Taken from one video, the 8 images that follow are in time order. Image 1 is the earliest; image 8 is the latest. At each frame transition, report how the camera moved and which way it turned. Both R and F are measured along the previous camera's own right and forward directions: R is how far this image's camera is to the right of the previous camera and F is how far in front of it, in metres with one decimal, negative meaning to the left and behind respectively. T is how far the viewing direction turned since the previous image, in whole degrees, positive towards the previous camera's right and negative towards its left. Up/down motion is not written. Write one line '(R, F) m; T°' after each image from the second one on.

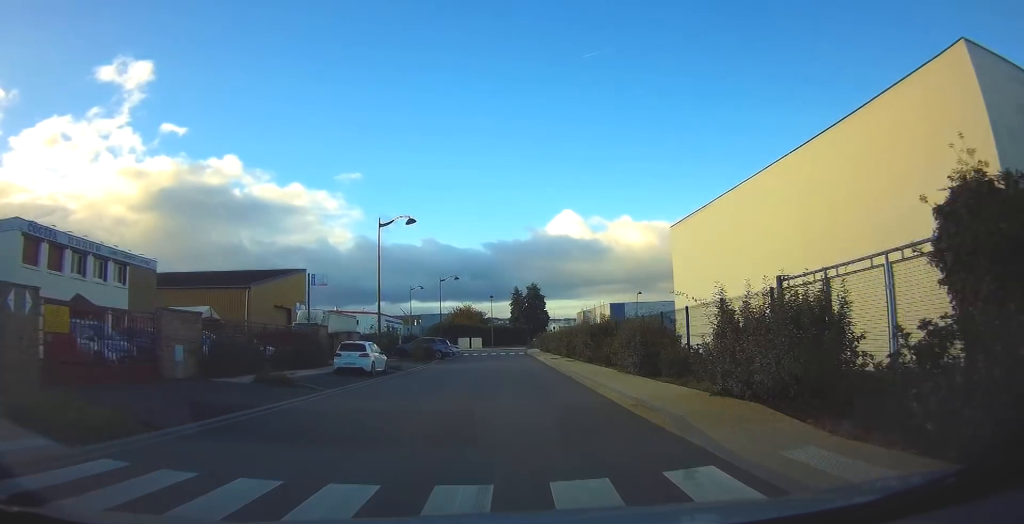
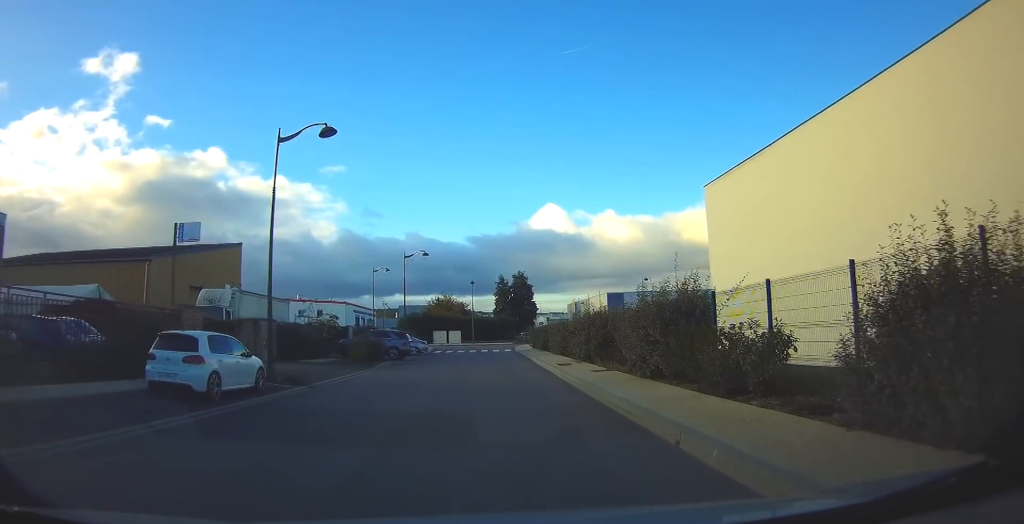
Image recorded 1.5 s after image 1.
(+0.3, +13.2) m; +1°
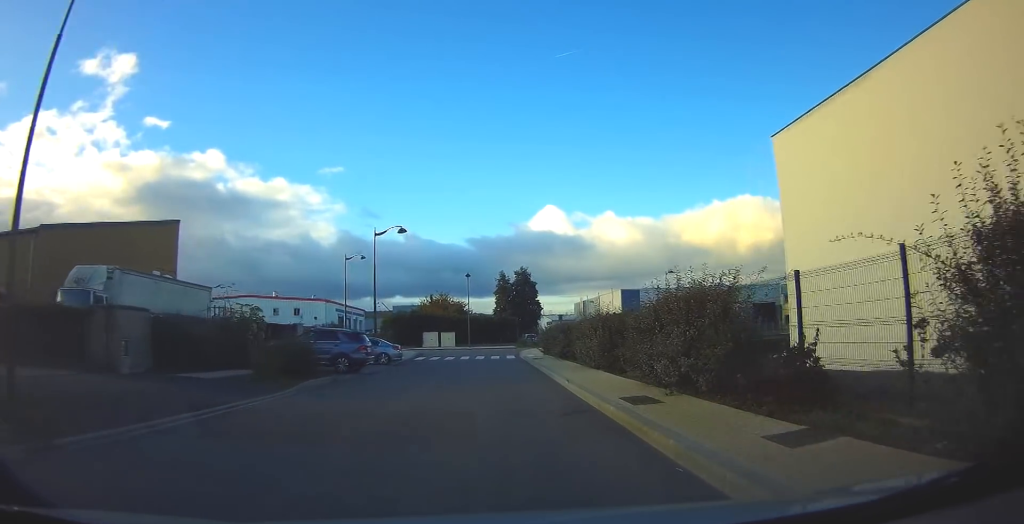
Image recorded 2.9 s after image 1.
(-0.2, +11.4) m; -1°
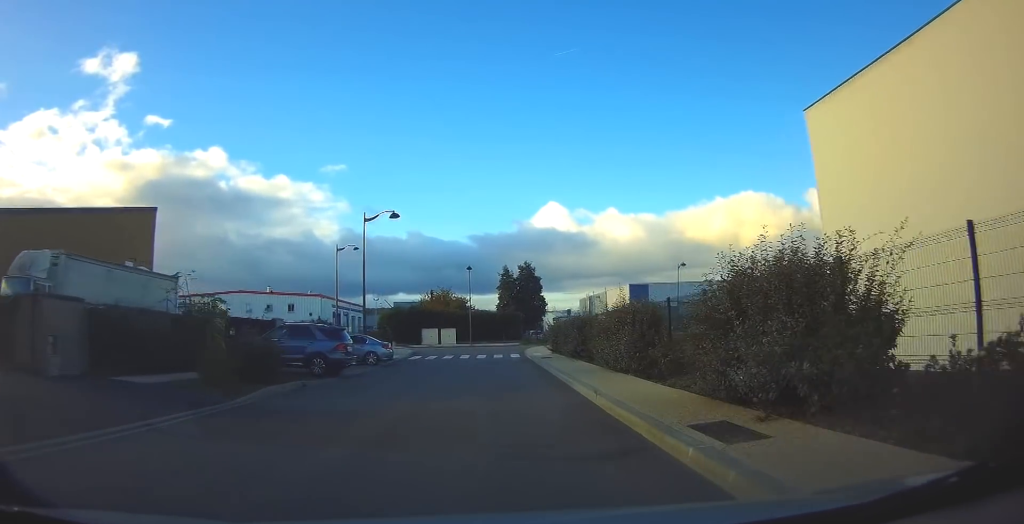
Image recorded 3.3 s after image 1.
(+0.1, +3.6) m; 0°
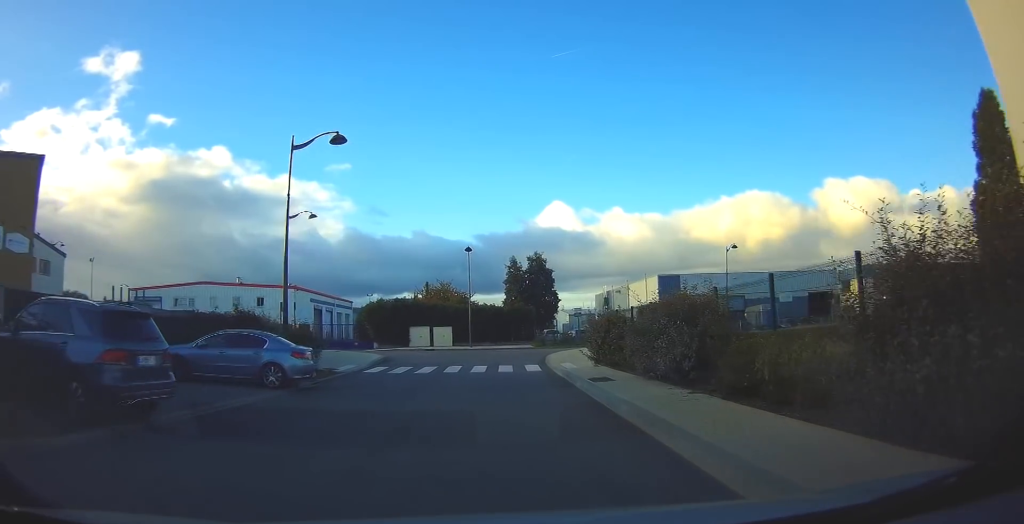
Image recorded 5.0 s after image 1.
(-0.1, +13.4) m; 0°
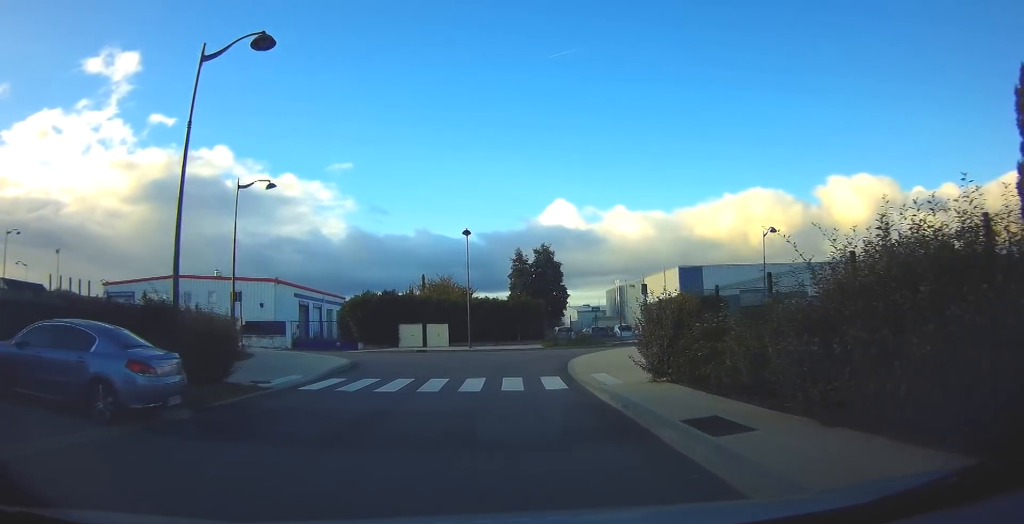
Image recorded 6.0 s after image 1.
(+0.1, +7.7) m; 0°
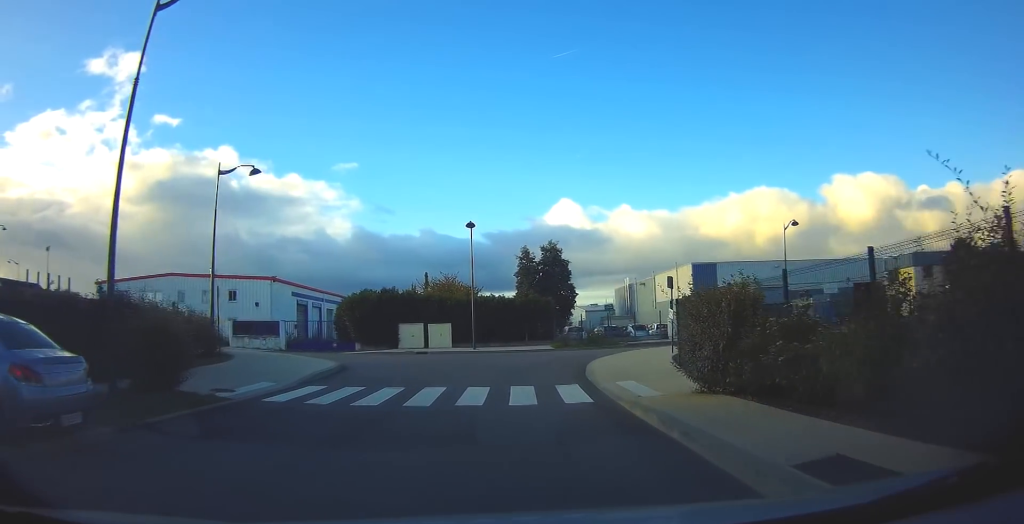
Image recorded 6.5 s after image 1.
(-0.1, +2.9) m; -1°
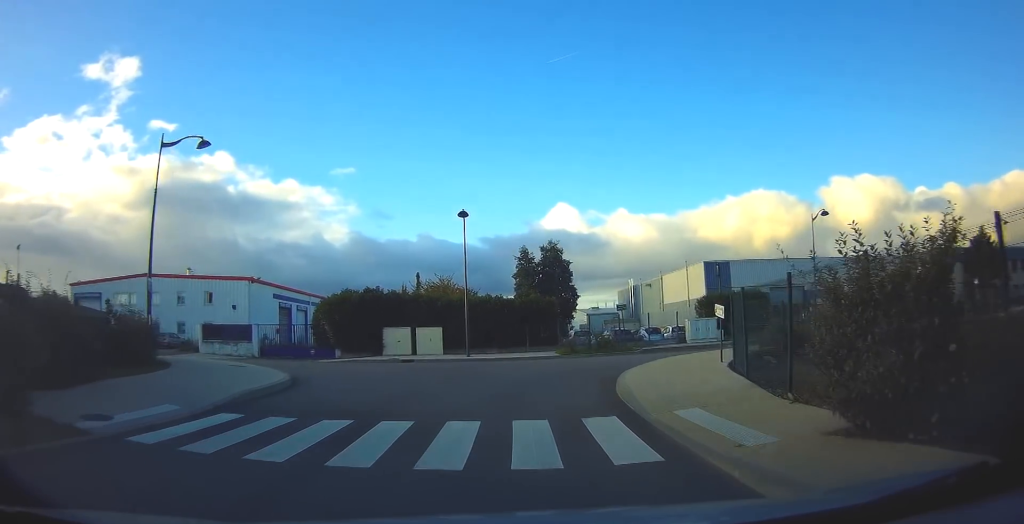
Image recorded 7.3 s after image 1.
(-0.1, +5.2) m; 0°
